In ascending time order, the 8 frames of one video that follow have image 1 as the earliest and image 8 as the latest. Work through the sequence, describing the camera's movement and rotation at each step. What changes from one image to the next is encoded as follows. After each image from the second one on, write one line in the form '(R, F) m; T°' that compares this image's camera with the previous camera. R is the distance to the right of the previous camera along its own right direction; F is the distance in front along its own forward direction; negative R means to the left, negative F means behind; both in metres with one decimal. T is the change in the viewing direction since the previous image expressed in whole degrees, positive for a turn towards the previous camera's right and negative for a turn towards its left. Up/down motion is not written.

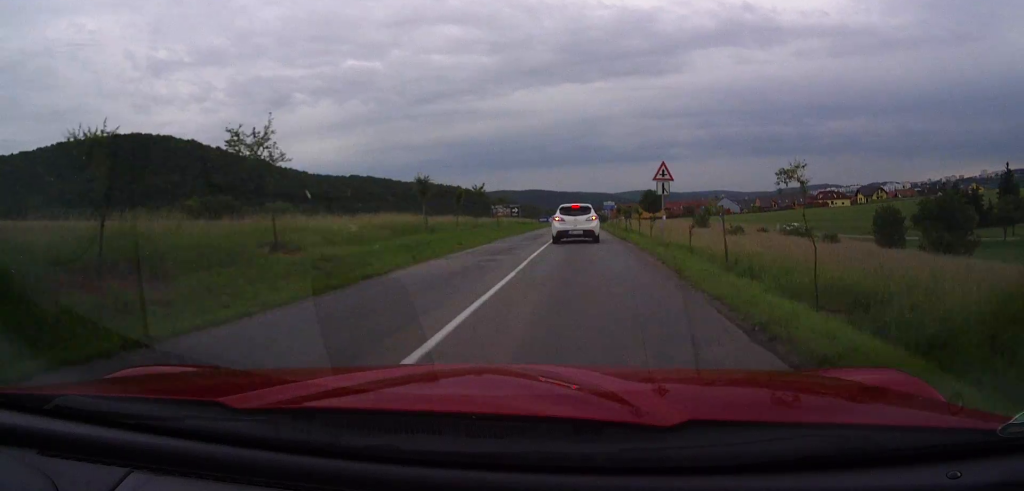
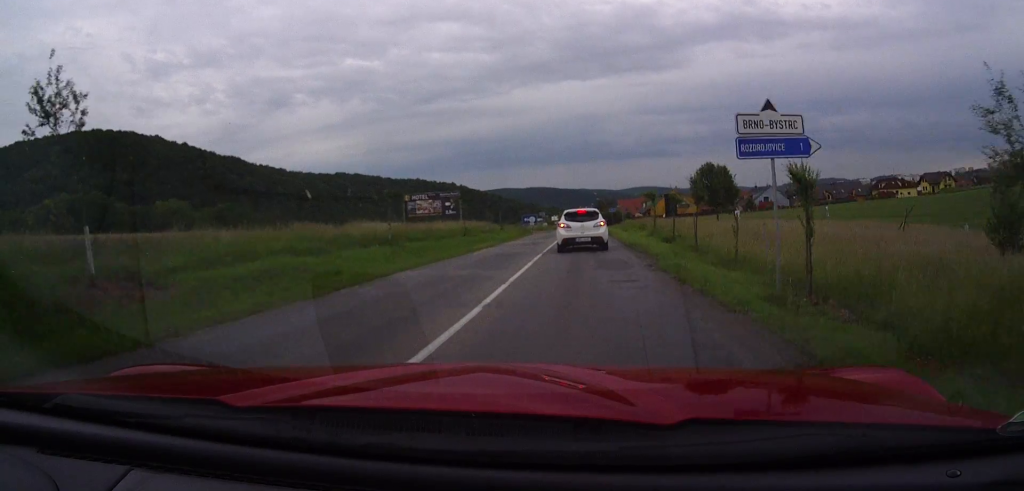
(+0.2, +57.8) m; 0°
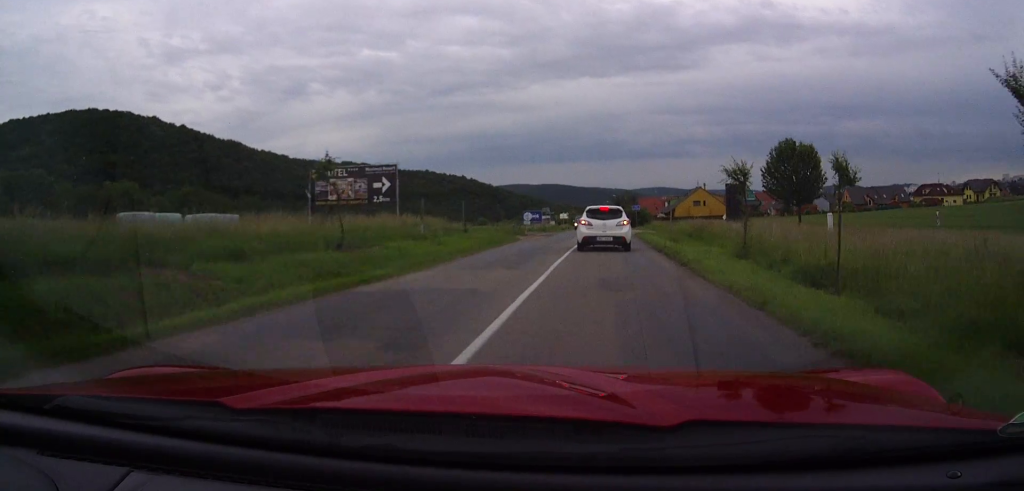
(-0.1, +20.5) m; 0°
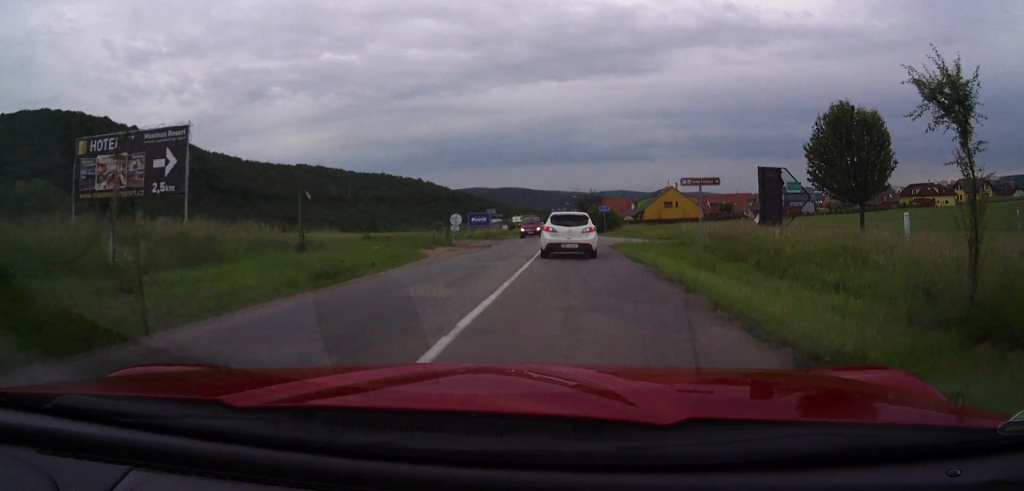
(0.0, +14.1) m; 0°
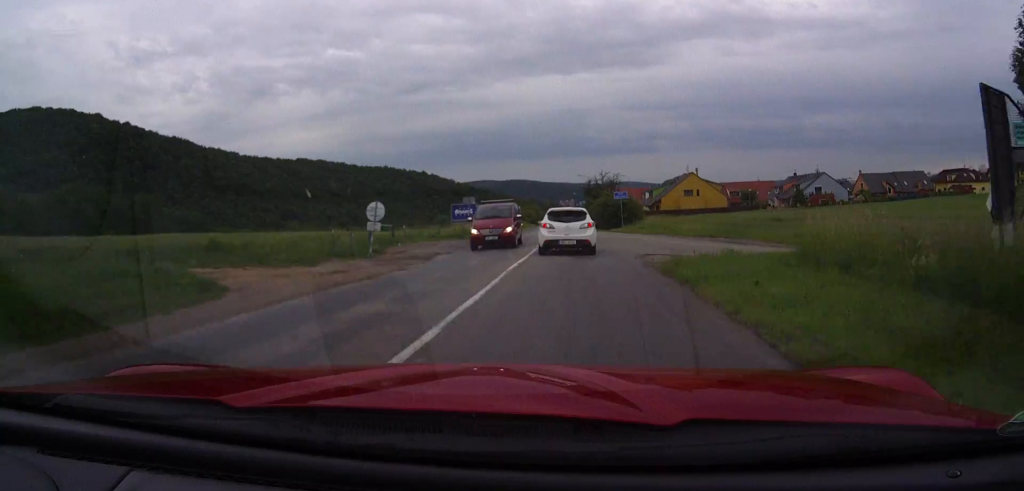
(+0.1, +14.5) m; 0°
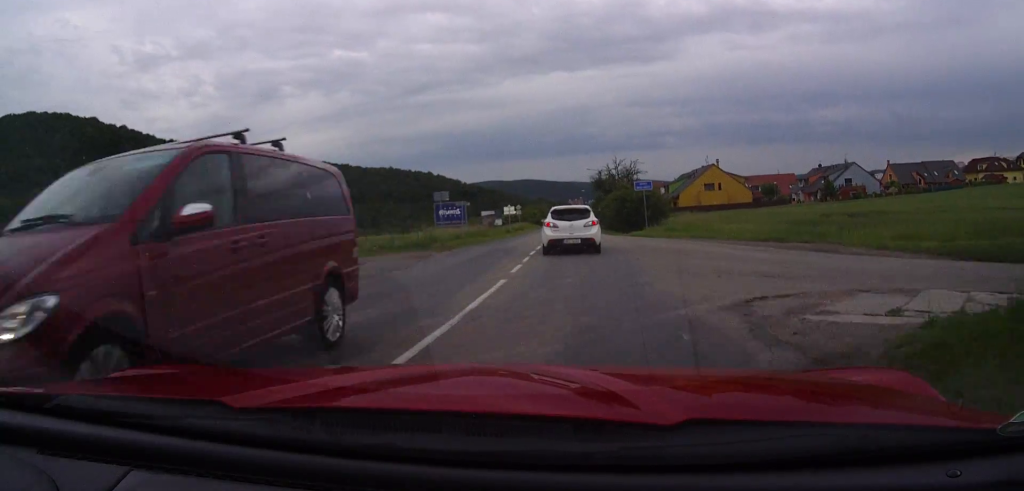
(-0.1, +11.7) m; -1°
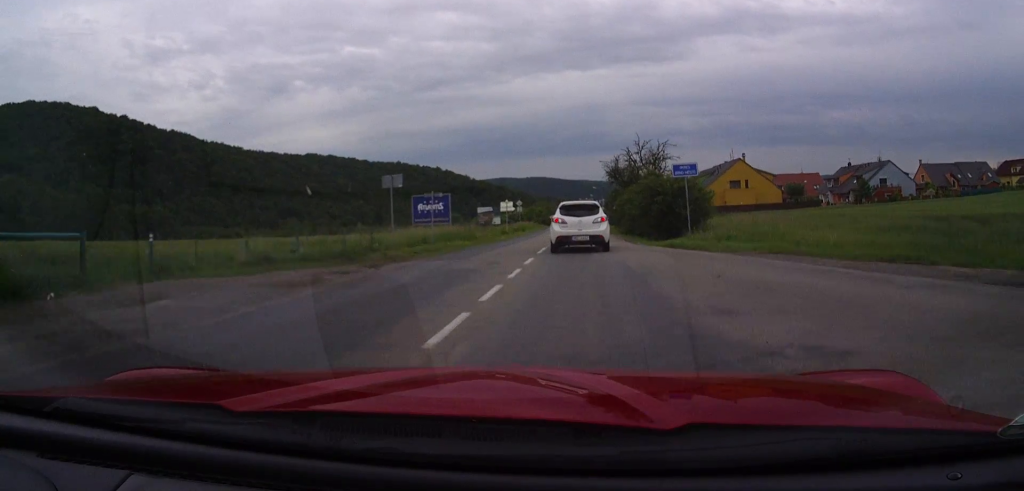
(0.0, +11.3) m; -1°
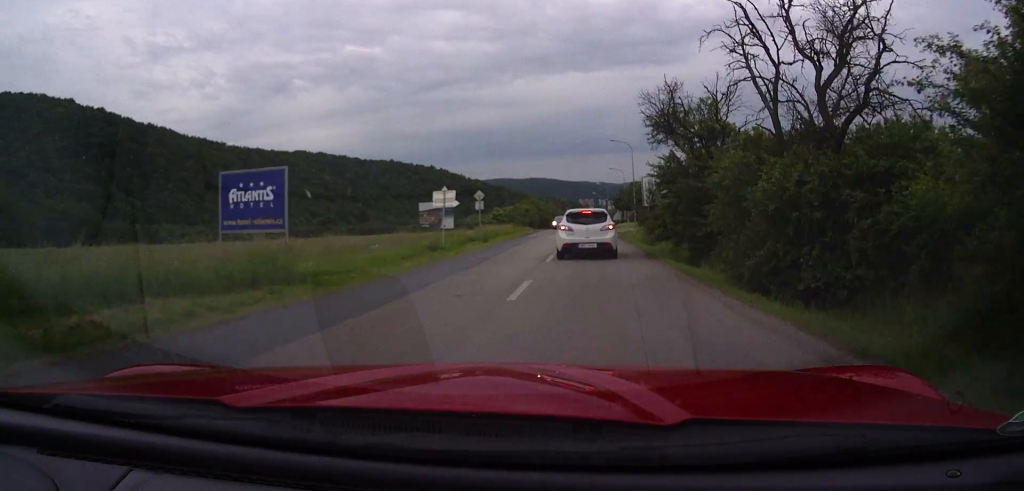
(-0.3, +29.0) m; 0°
